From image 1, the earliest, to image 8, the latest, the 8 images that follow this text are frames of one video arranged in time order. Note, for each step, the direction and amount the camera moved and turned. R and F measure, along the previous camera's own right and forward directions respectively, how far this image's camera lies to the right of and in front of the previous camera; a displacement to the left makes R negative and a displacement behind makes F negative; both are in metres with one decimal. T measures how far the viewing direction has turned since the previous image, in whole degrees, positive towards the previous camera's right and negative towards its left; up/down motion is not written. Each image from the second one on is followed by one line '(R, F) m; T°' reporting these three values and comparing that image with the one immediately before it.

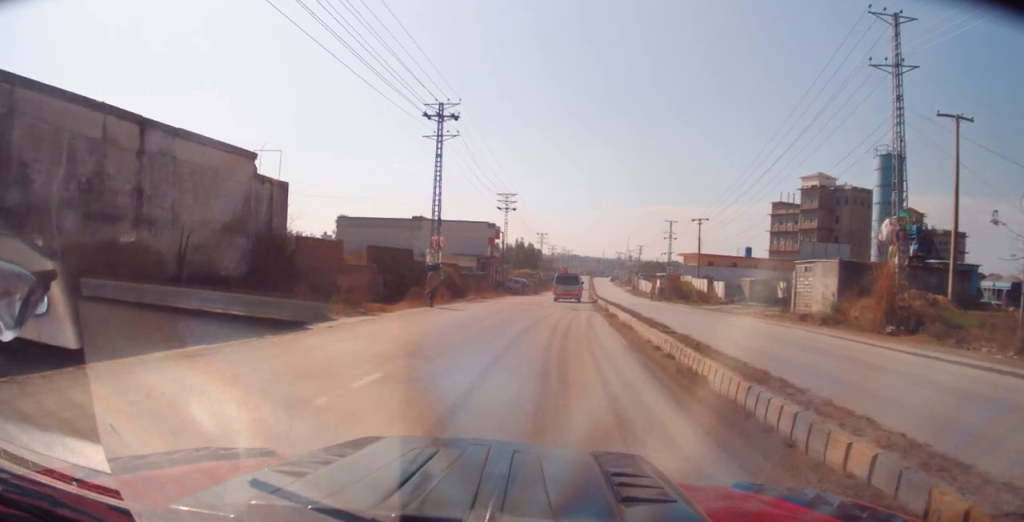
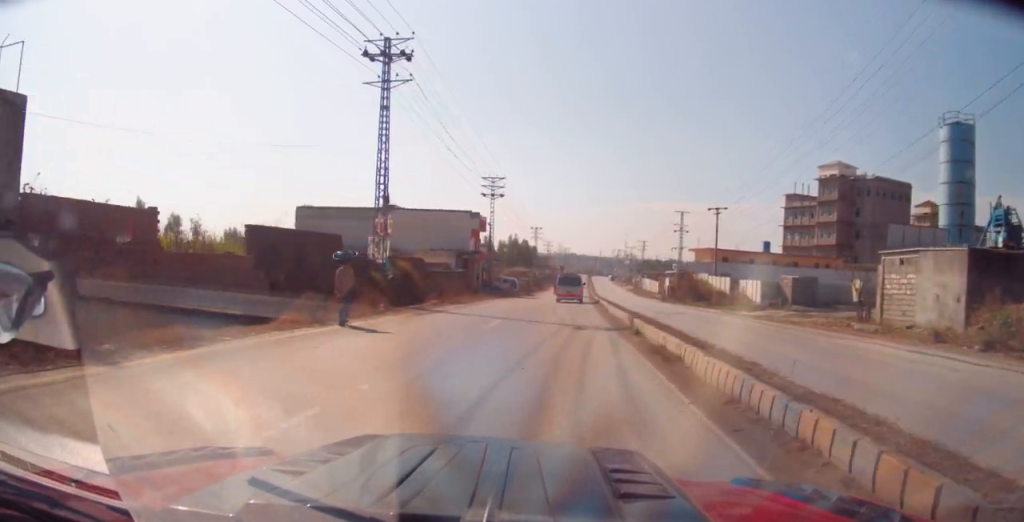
(0.0, +11.9) m; 0°
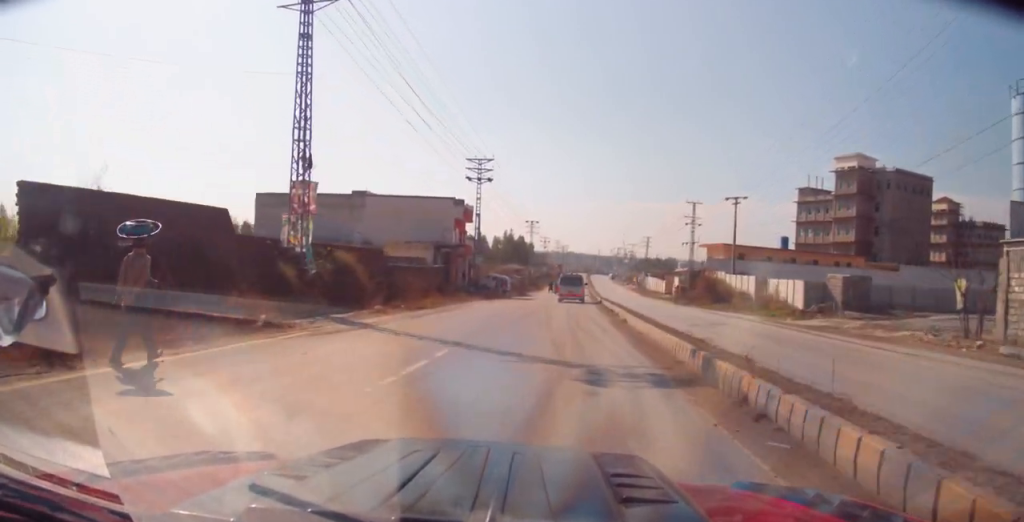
(-0.3, +9.3) m; +1°
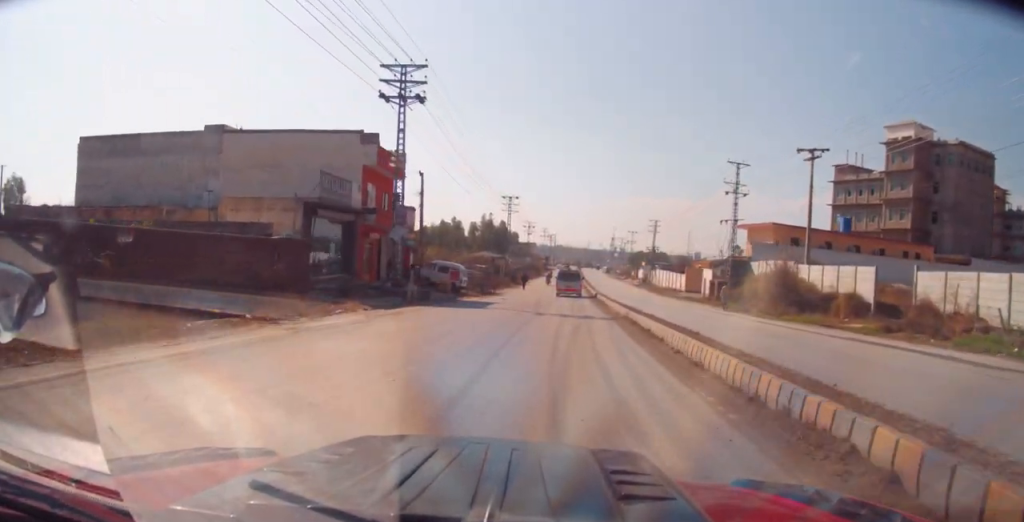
(+1.1, +24.1) m; +3°
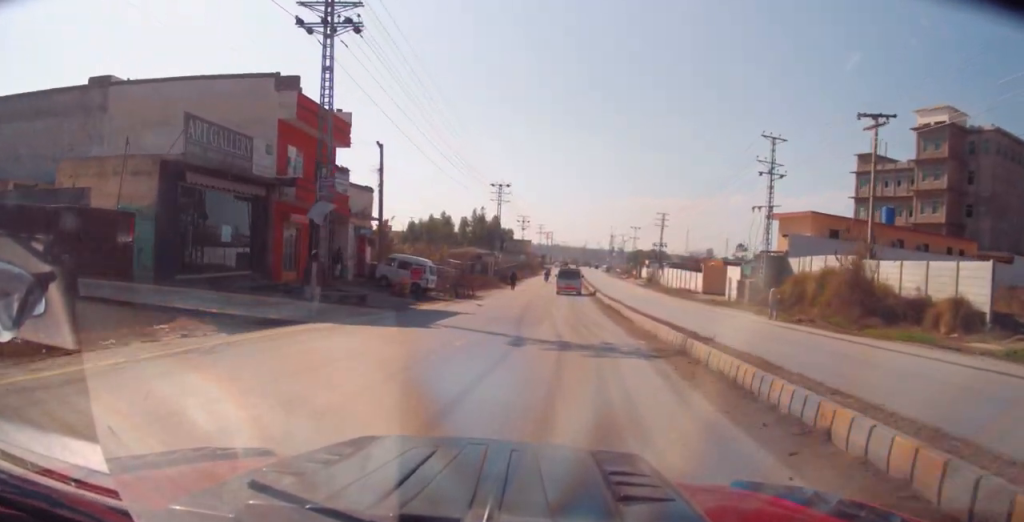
(+0.2, +10.3) m; -1°
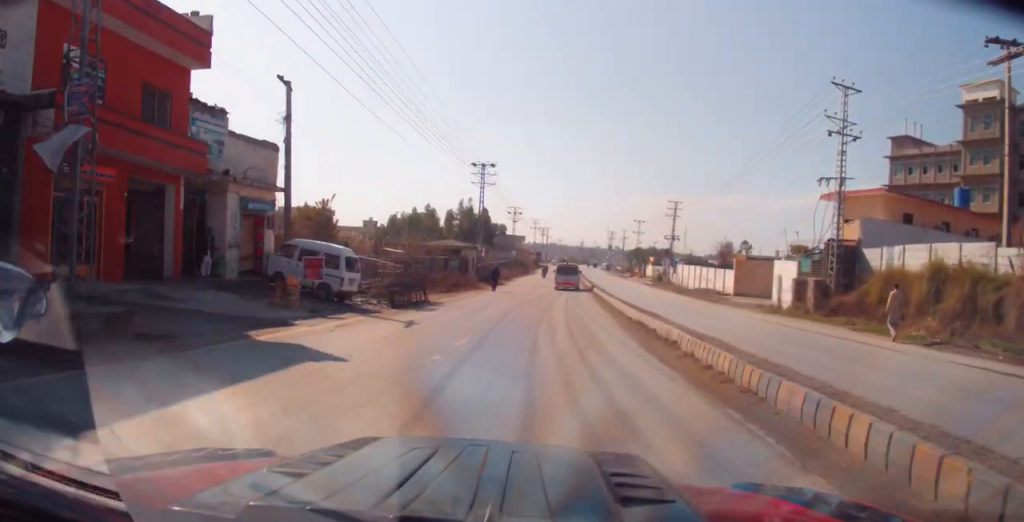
(-0.4, +12.2) m; -2°
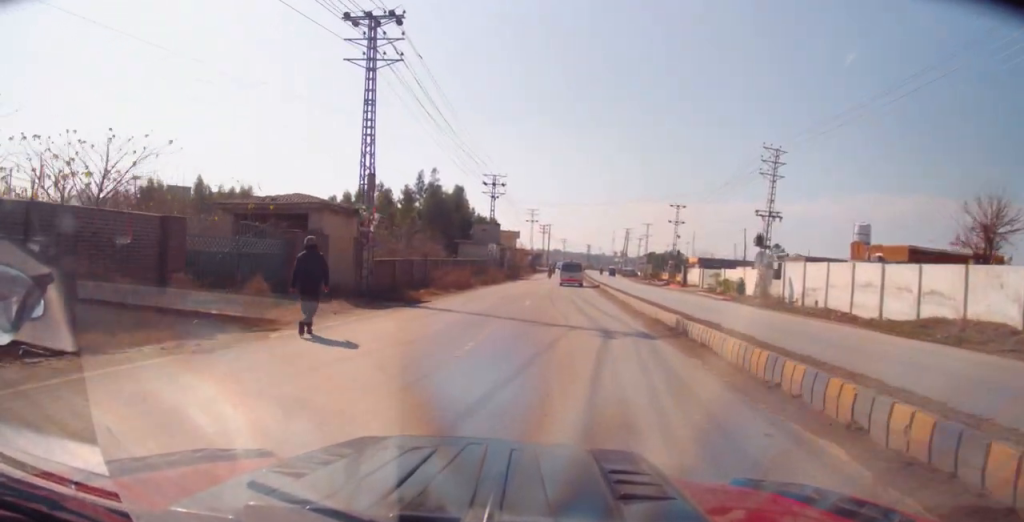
(+1.1, +36.4) m; +2°
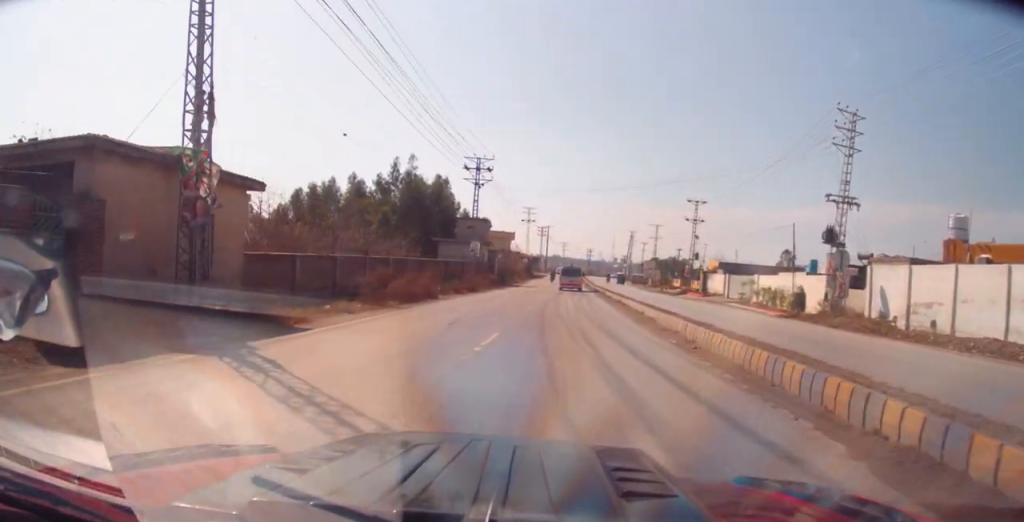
(-0.6, +12.3) m; -1°
